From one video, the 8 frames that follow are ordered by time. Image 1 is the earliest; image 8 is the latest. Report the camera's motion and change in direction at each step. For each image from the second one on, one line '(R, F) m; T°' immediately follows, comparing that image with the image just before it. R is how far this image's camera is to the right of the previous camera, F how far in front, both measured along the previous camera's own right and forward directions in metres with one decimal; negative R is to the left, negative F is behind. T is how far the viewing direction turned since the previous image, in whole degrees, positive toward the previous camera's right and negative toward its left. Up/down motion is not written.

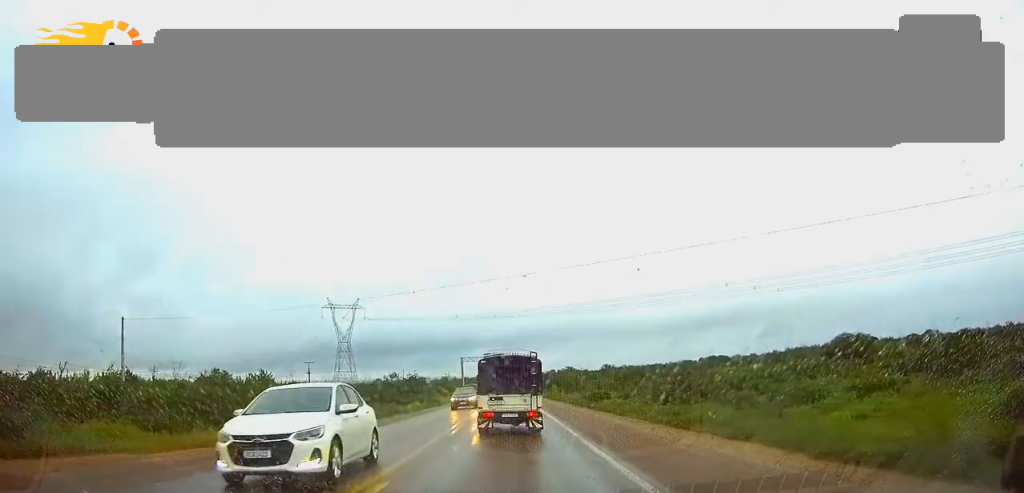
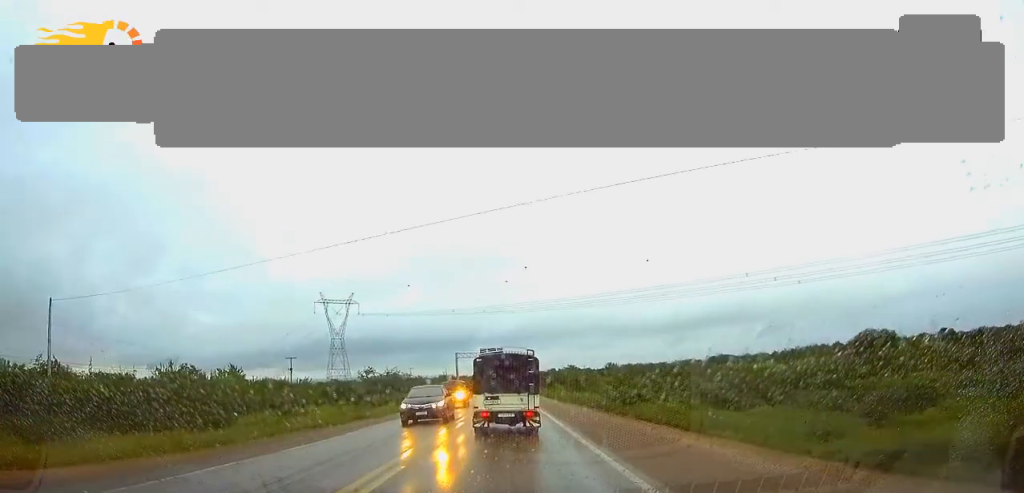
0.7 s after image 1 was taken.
(0.0, +12.3) m; 0°
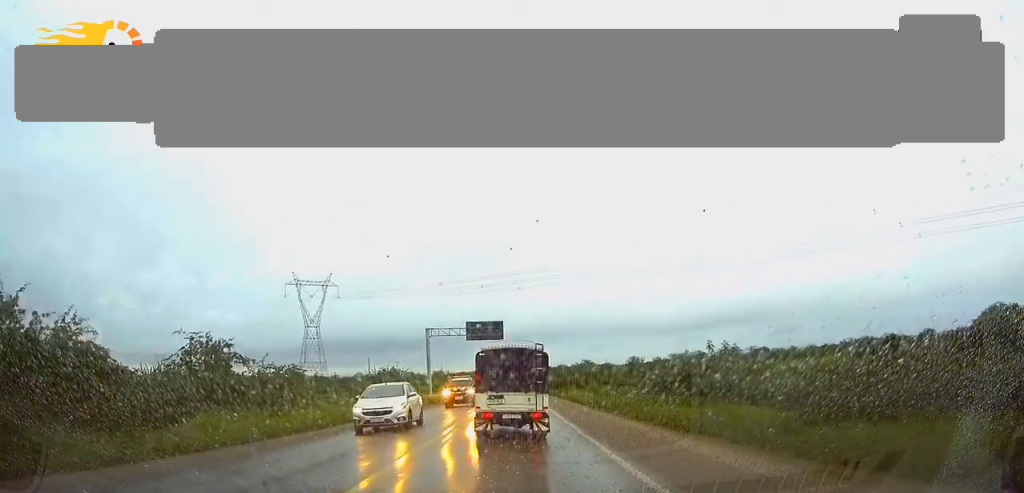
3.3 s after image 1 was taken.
(-0.4, +47.6) m; -1°
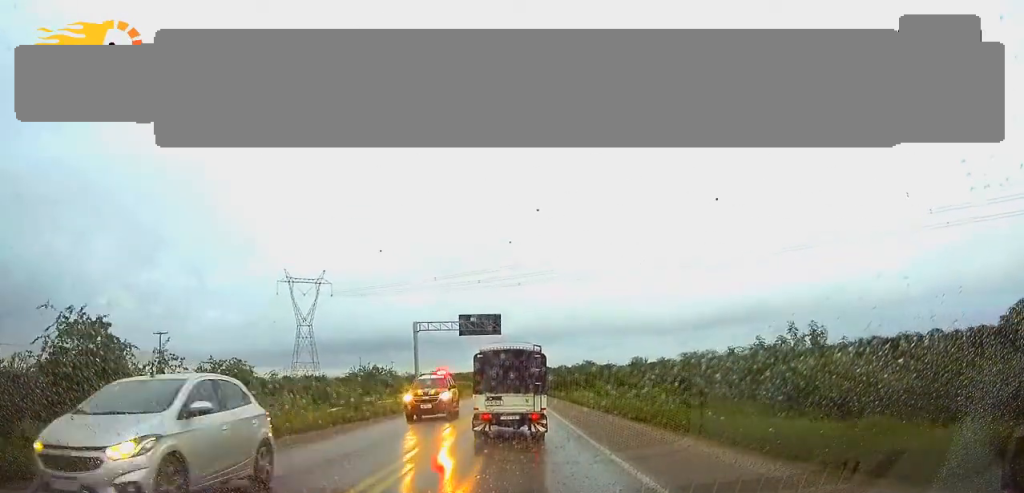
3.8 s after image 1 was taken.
(+0.1, +8.6) m; 0°
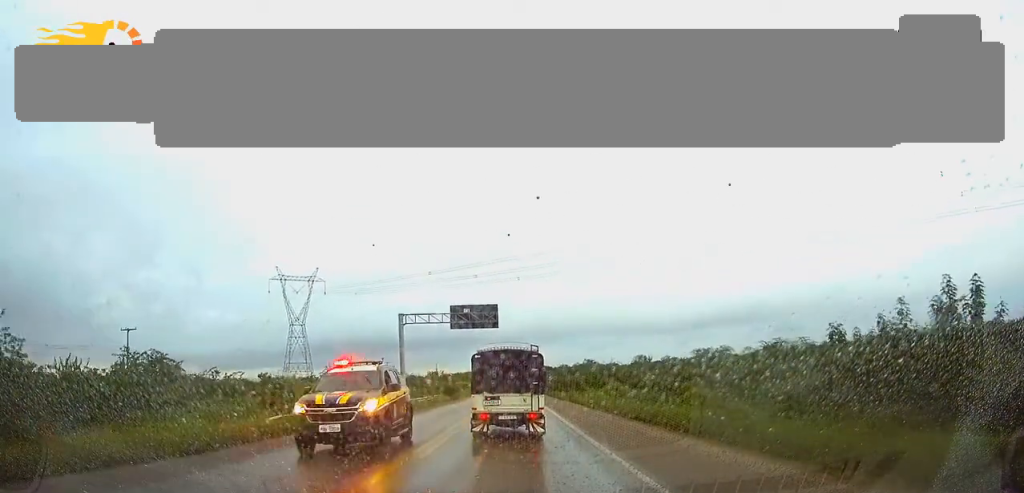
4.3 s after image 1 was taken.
(+0.1, +8.0) m; 0°
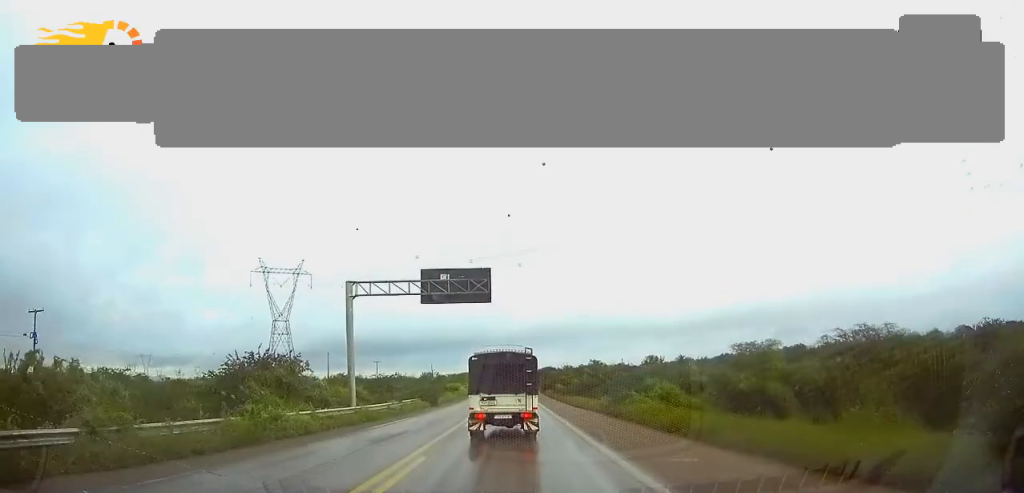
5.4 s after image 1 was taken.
(0.0, +18.6) m; -1°
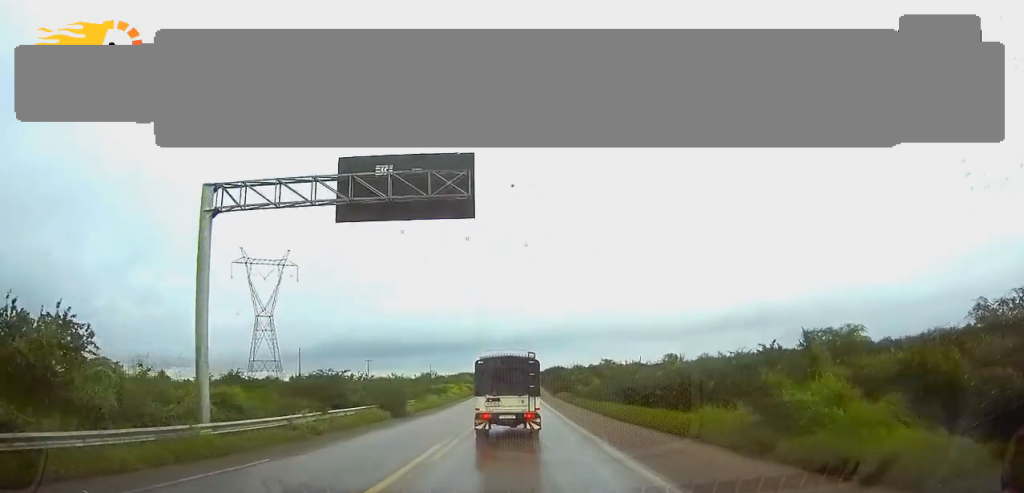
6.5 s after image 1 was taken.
(-0.2, +20.0) m; 0°
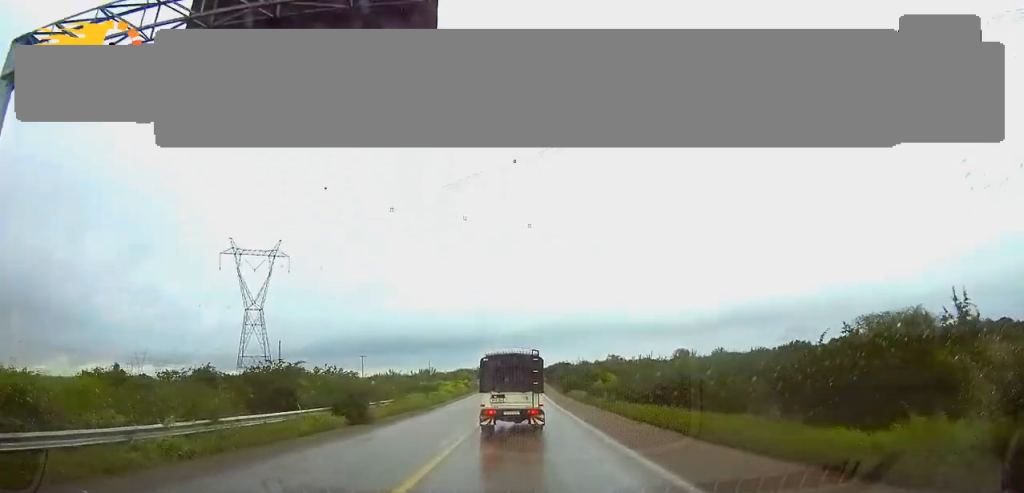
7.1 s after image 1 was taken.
(+0.1, +10.6) m; 0°
